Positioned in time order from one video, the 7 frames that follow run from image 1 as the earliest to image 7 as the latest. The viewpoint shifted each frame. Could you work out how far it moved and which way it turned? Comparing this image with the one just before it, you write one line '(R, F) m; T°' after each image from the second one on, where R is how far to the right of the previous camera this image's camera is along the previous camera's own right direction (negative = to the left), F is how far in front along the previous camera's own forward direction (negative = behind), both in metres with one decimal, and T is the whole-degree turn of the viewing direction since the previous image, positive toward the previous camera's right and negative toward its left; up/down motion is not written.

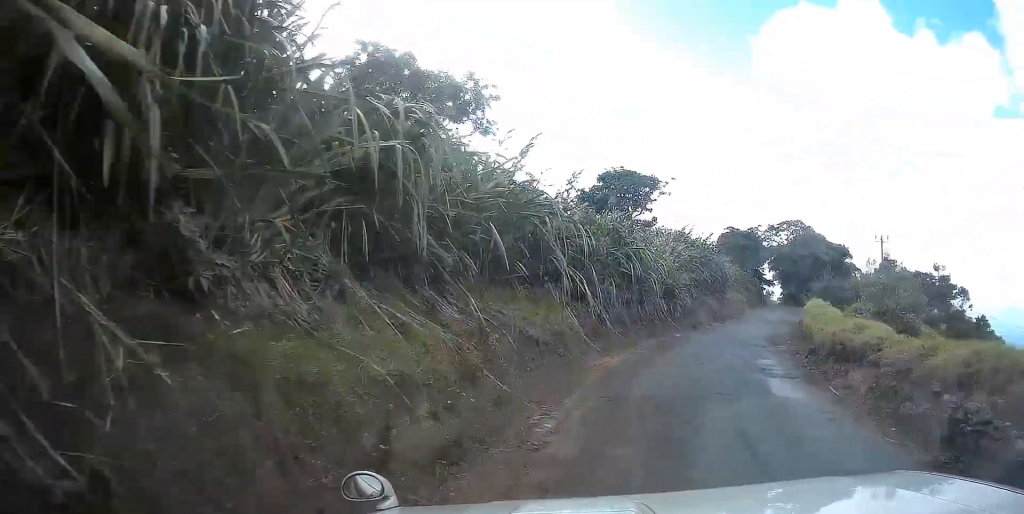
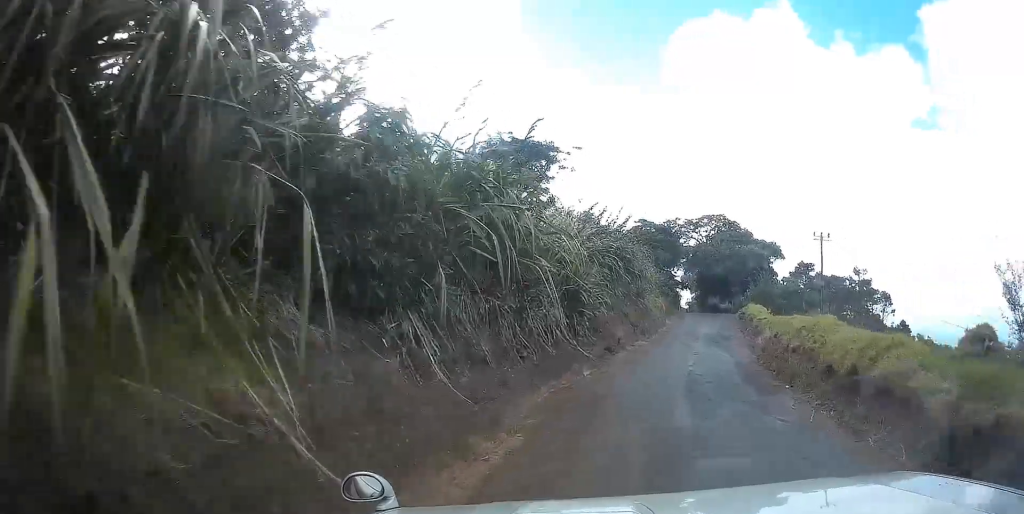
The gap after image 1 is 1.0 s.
(+0.8, +9.2) m; +8°
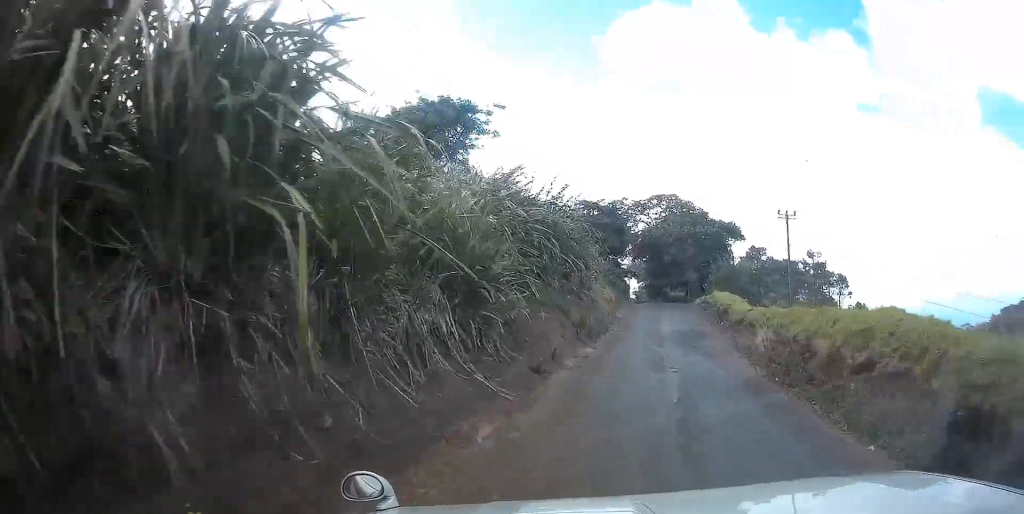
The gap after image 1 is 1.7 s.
(+0.2, +6.2) m; +4°
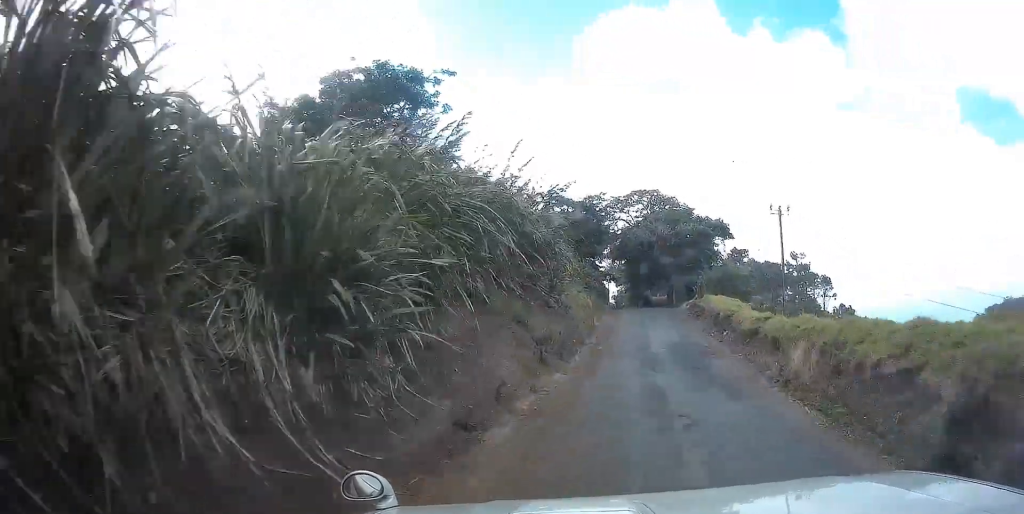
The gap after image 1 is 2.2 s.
(+0.2, +4.1) m; +2°
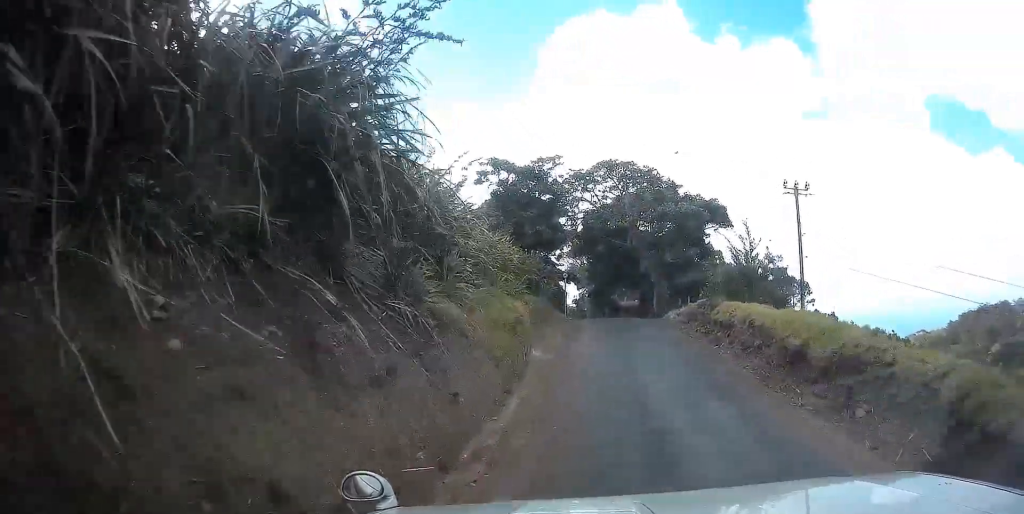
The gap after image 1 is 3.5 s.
(+0.7, +12.4) m; +4°
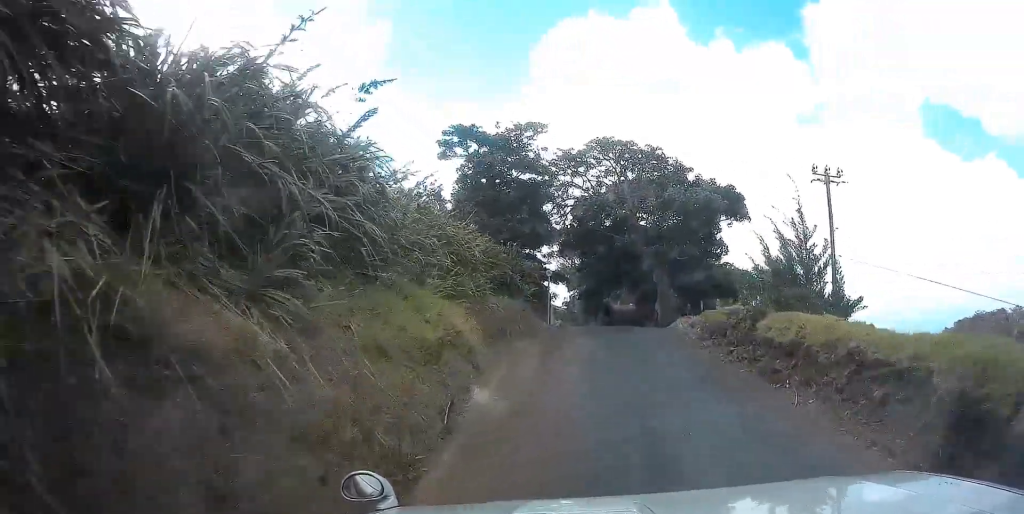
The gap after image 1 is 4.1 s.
(0.0, +6.1) m; +1°
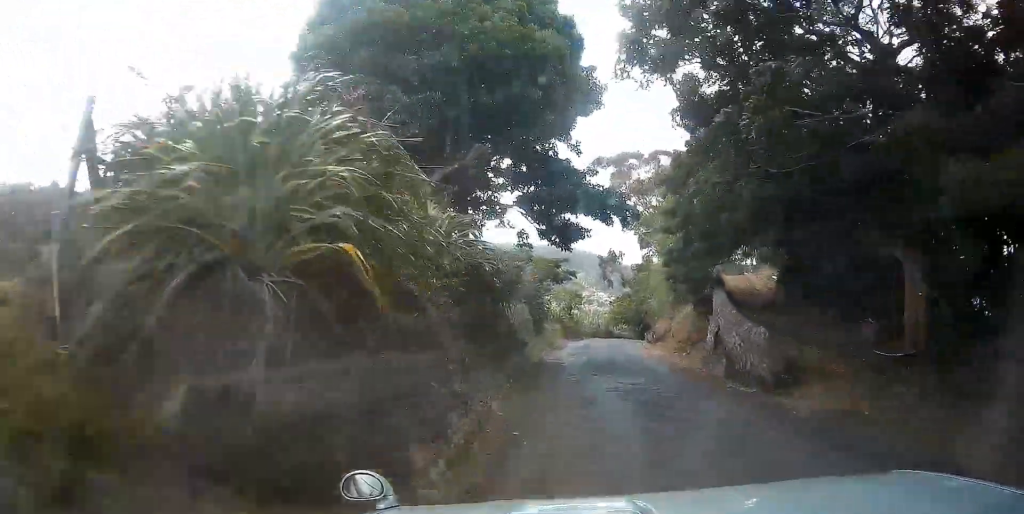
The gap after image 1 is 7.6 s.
(+0.5, +28.4) m; 0°
